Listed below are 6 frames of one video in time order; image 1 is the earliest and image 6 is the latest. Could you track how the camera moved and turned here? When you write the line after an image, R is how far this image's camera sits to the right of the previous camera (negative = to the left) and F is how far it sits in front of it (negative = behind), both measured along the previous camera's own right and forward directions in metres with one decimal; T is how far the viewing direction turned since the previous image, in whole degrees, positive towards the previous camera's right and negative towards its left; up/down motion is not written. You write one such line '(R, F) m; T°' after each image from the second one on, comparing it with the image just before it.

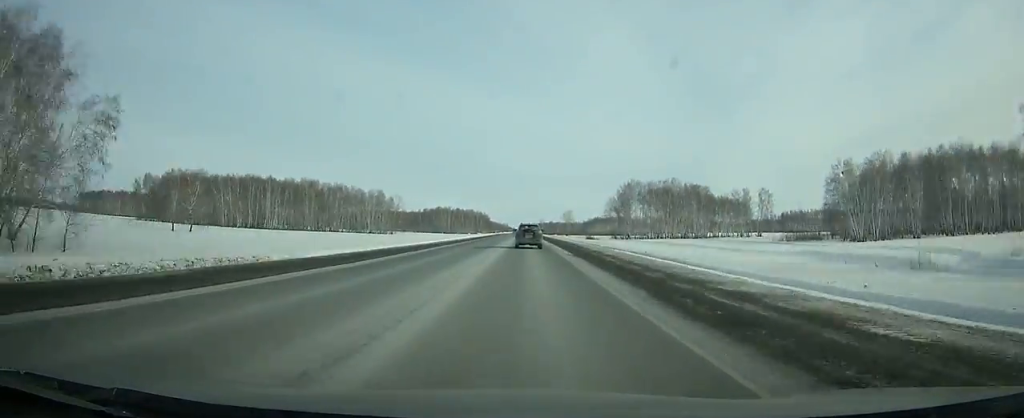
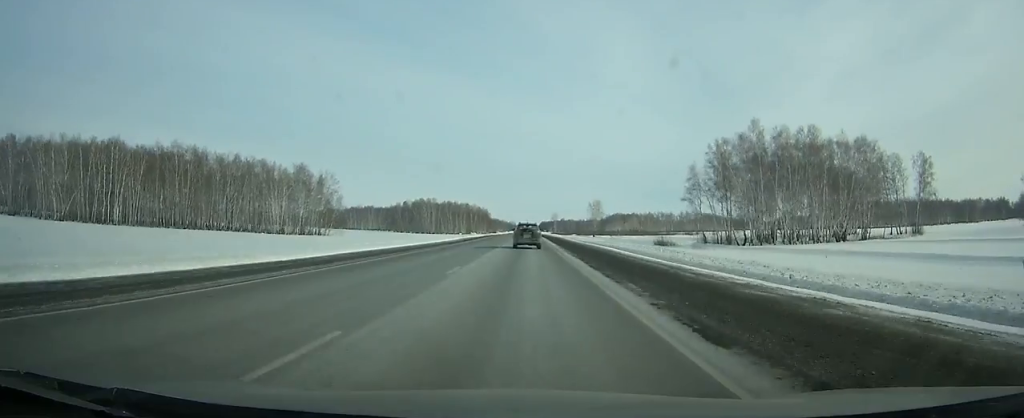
(-0.4, +104.2) m; 0°
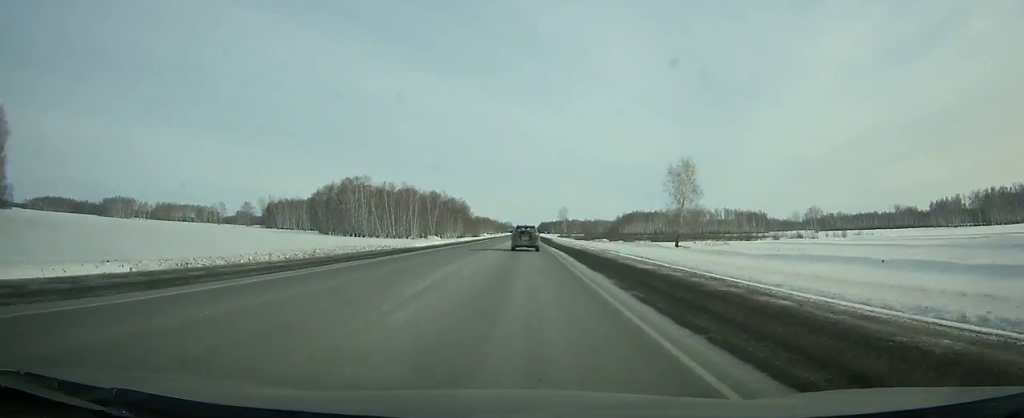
(-0.5, +136.8) m; 0°
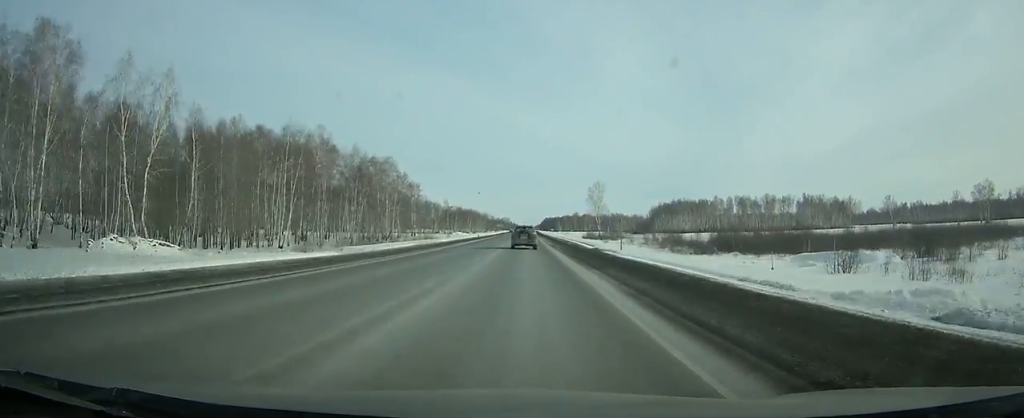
(-0.1, +156.4) m; 0°
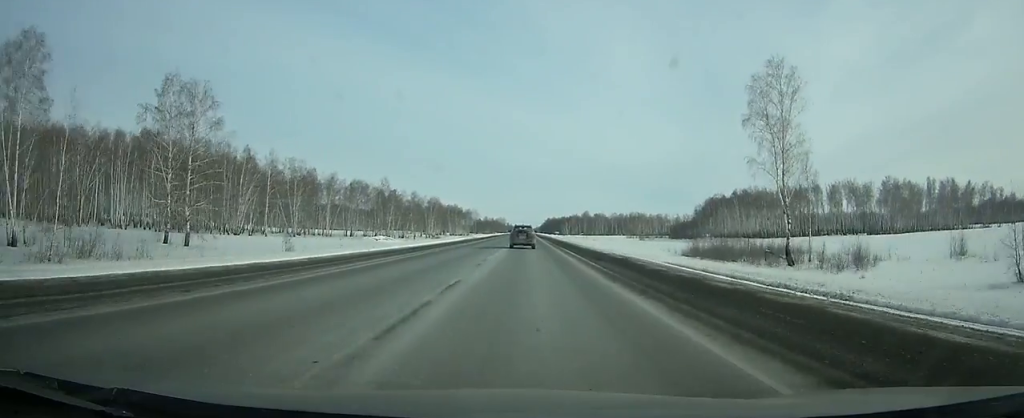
(-0.3, +129.0) m; 0°
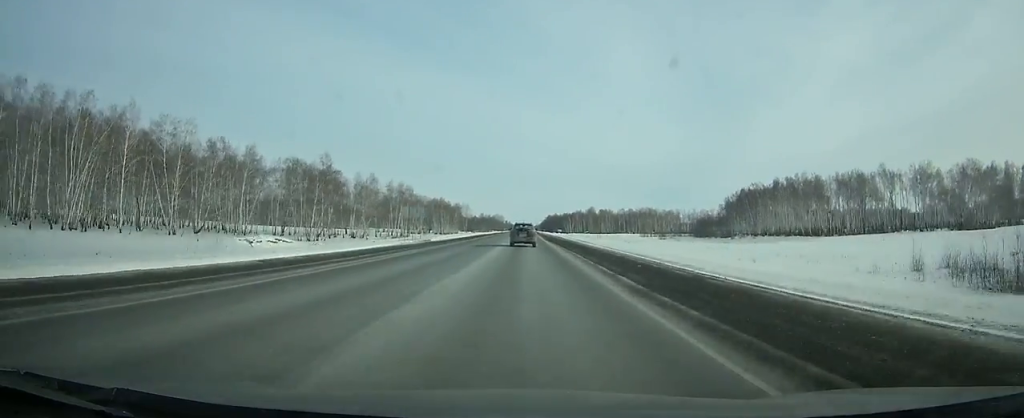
(+0.2, +51.9) m; 0°
